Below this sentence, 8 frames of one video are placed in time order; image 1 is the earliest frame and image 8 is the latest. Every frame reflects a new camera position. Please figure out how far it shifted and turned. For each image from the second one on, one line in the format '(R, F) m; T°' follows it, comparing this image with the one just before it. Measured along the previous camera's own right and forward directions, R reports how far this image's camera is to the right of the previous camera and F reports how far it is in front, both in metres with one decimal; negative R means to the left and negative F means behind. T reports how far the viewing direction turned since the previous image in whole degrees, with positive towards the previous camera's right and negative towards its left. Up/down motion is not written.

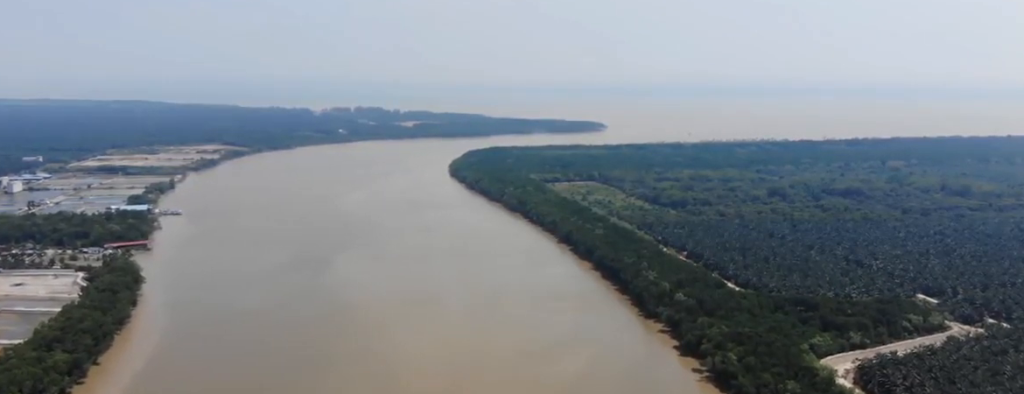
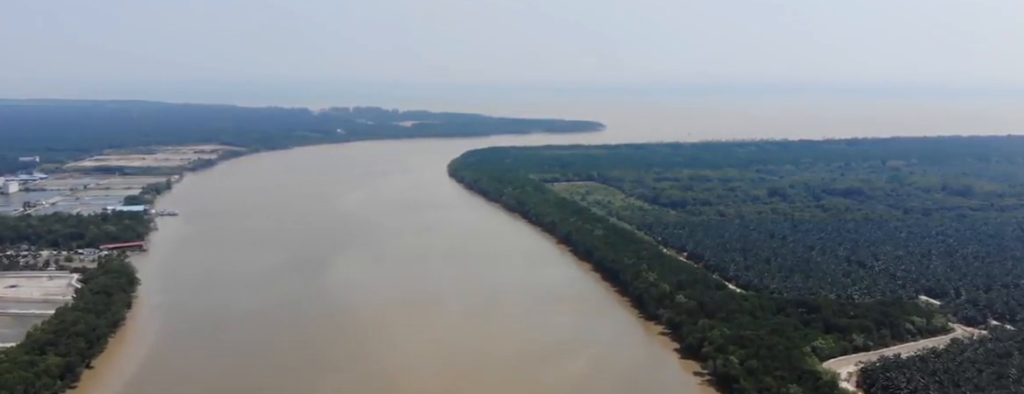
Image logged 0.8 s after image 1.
(0.0, +6.3) m; 0°
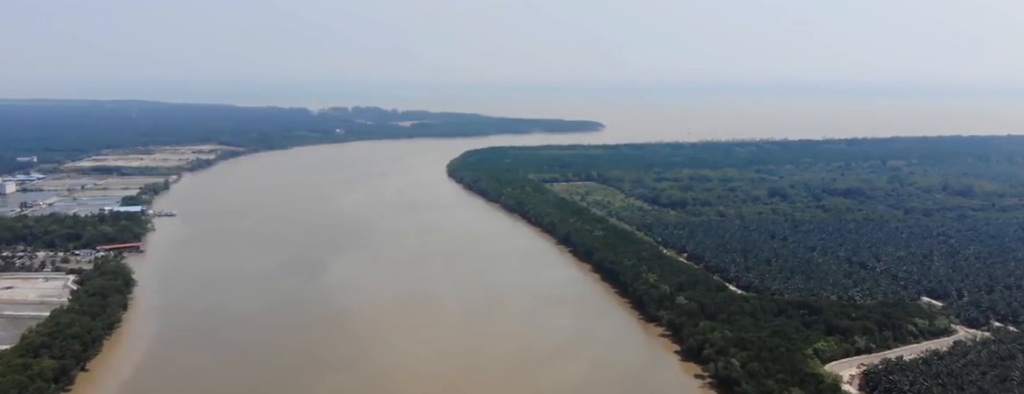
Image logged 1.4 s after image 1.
(-0.1, +4.7) m; +1°
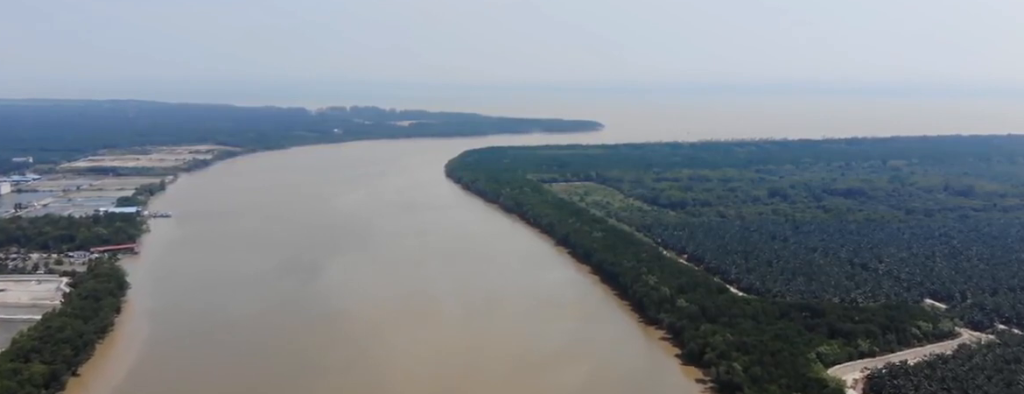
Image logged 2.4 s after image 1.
(+0.2, +7.7) m; +1°
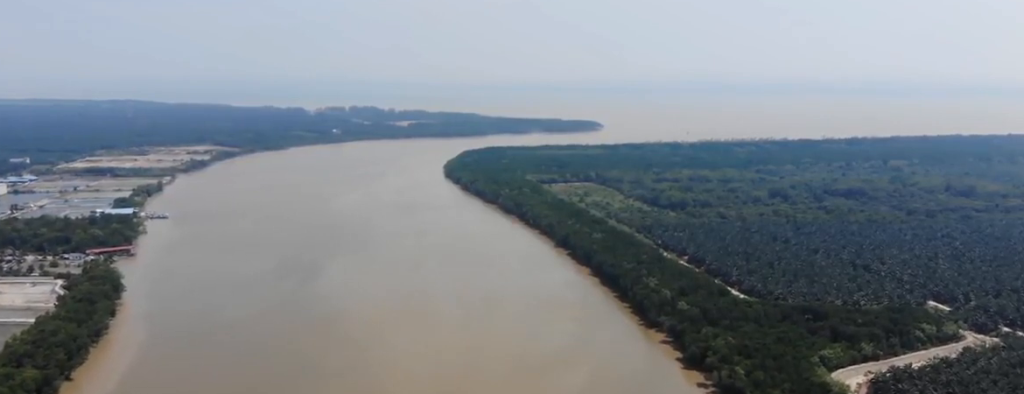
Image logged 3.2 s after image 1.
(-0.1, +6.4) m; -1°
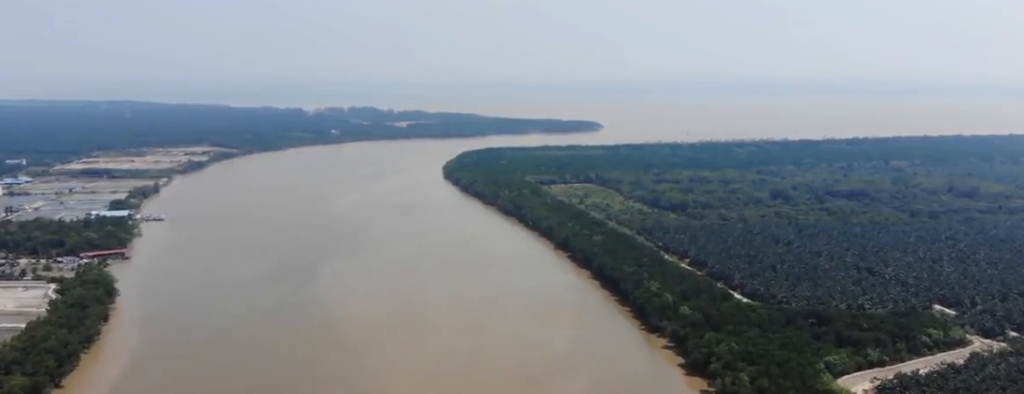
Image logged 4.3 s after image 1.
(0.0, +9.4) m; 0°
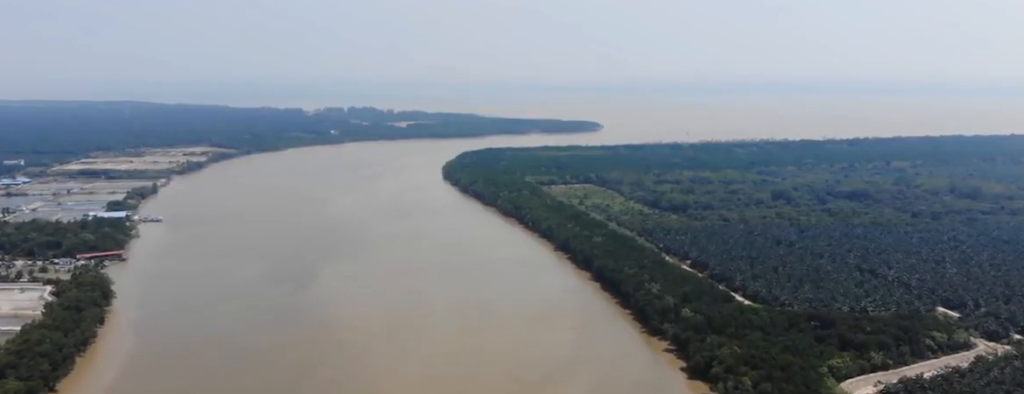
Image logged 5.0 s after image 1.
(0.0, +5.4) m; 0°
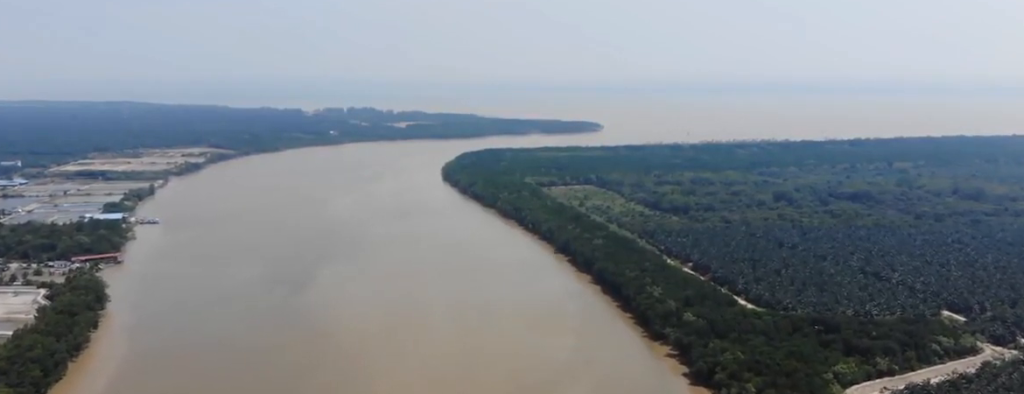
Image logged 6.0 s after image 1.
(0.0, +8.1) m; -1°
